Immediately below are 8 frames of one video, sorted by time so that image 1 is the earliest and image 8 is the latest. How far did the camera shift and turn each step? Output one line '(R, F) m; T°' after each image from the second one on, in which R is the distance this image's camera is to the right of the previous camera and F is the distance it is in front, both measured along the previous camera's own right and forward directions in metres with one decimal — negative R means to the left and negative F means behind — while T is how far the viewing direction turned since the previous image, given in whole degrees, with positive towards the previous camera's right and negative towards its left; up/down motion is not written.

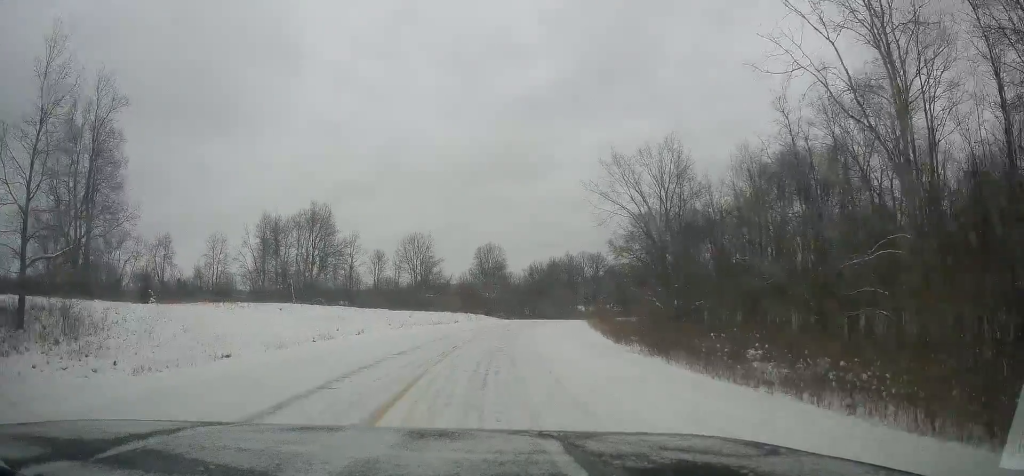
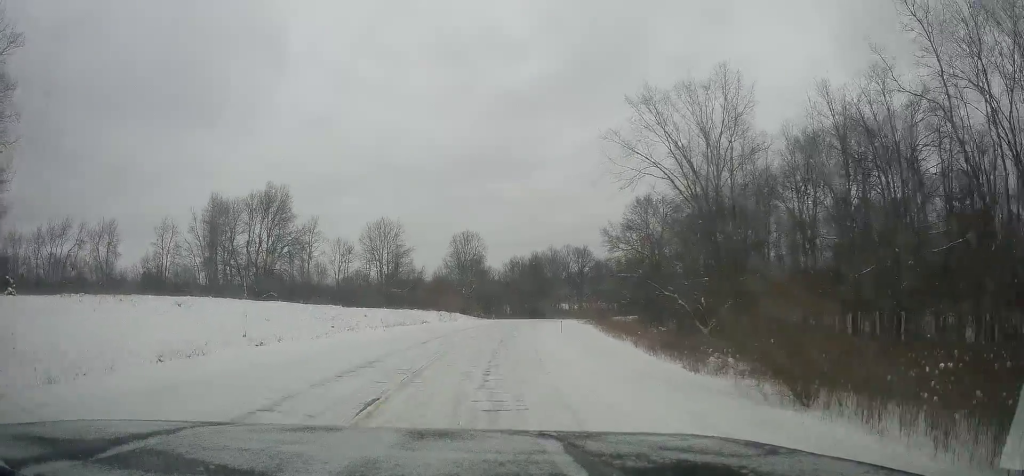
(+0.3, +13.6) m; +4°
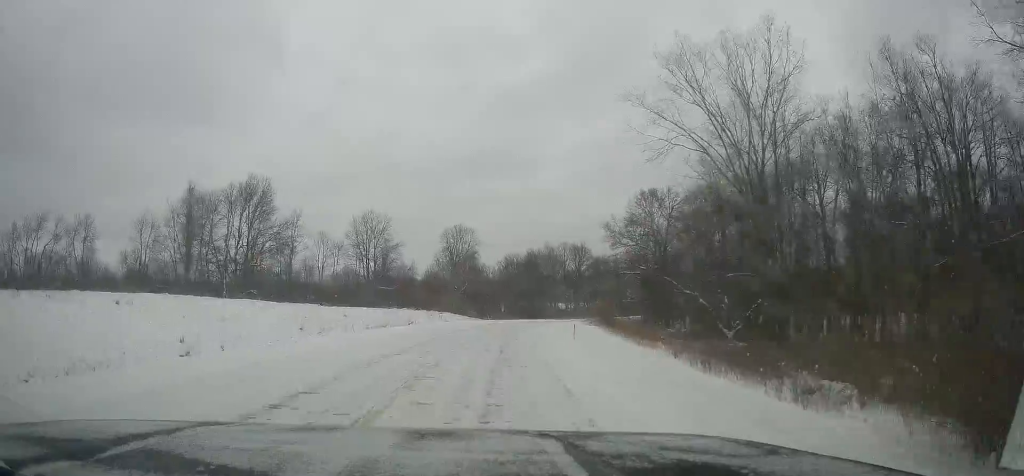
(+0.2, +6.0) m; +4°
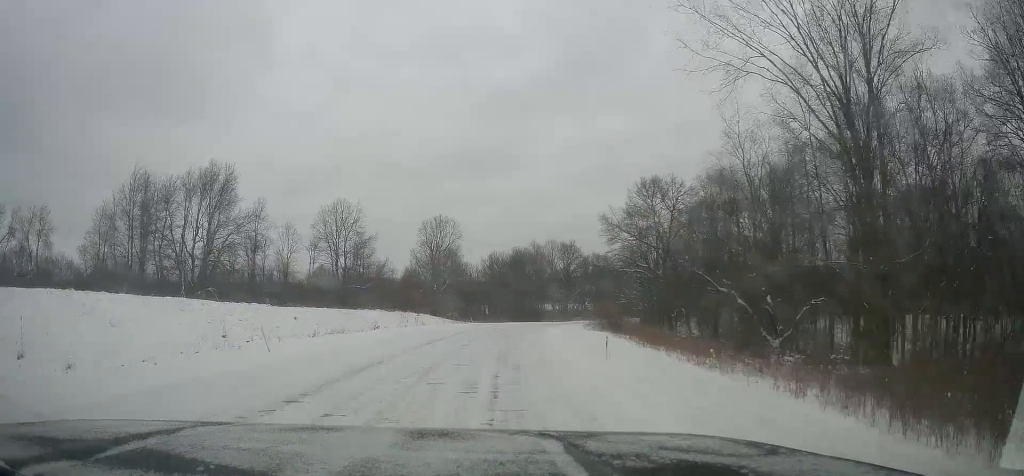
(+0.3, +8.9) m; 0°
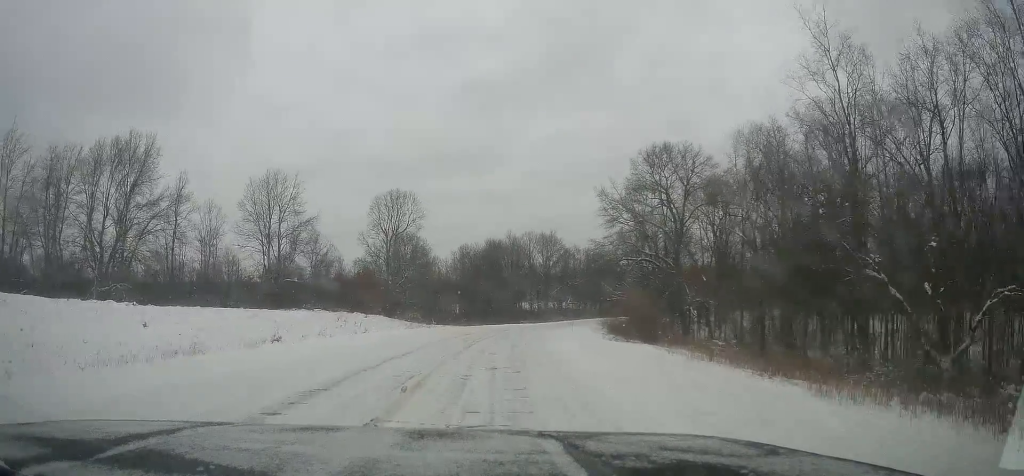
(+0.1, +15.9) m; +2°
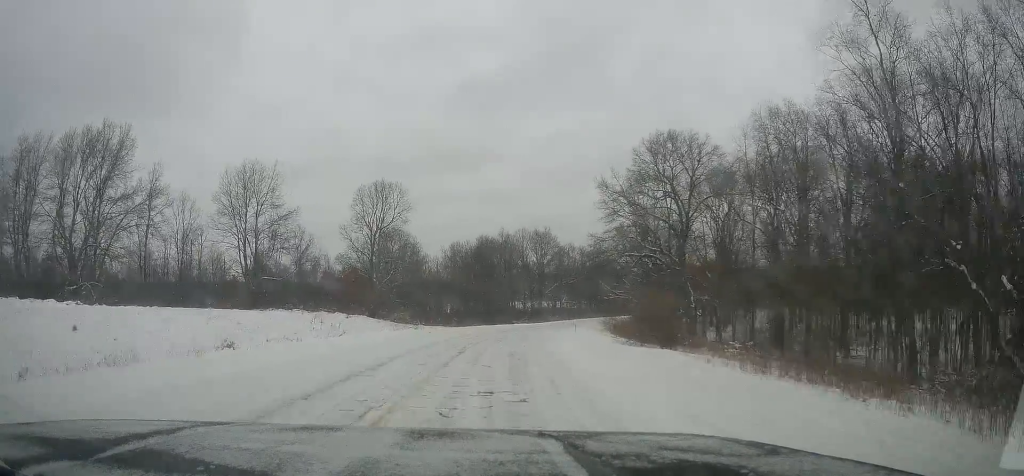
(-0.1, +4.3) m; +1°
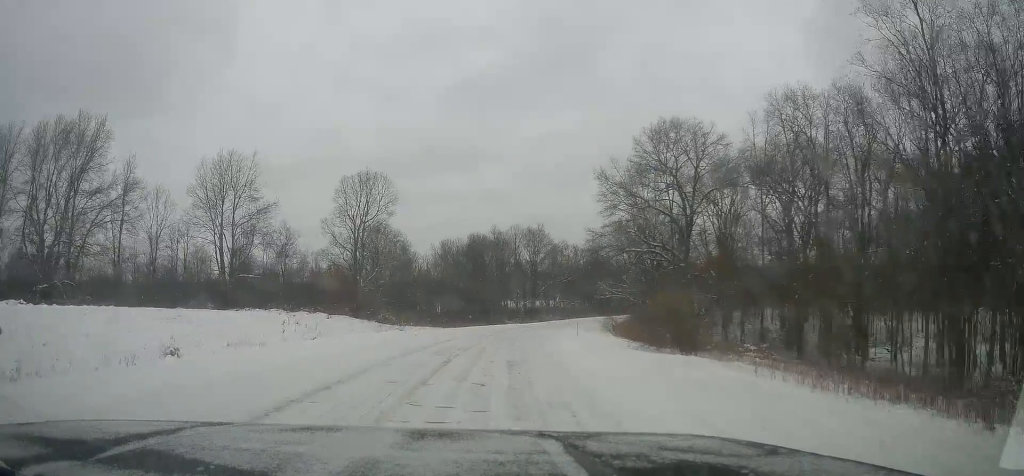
(+0.2, +3.7) m; +2°
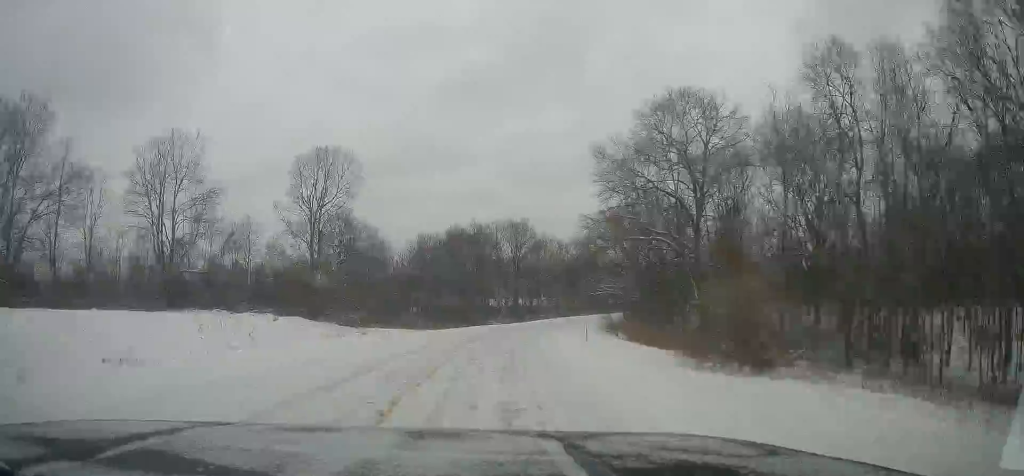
(+0.2, +7.8) m; +2°
